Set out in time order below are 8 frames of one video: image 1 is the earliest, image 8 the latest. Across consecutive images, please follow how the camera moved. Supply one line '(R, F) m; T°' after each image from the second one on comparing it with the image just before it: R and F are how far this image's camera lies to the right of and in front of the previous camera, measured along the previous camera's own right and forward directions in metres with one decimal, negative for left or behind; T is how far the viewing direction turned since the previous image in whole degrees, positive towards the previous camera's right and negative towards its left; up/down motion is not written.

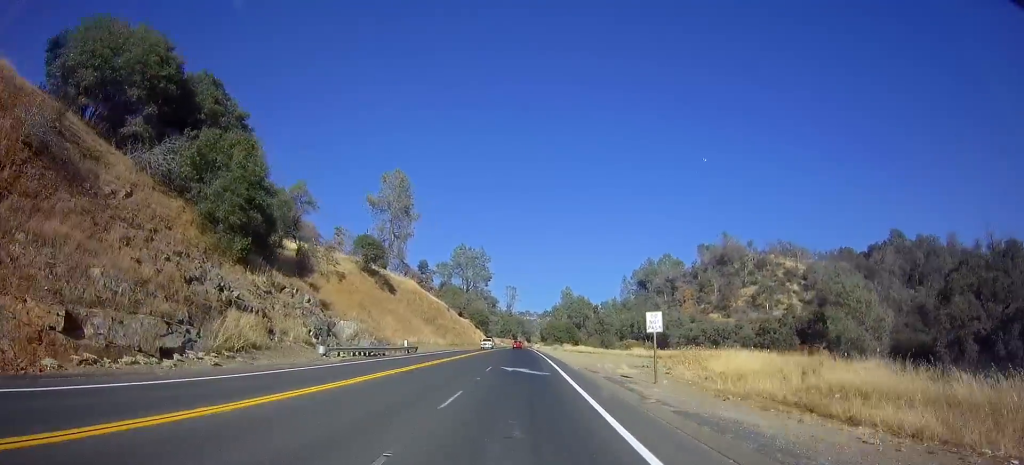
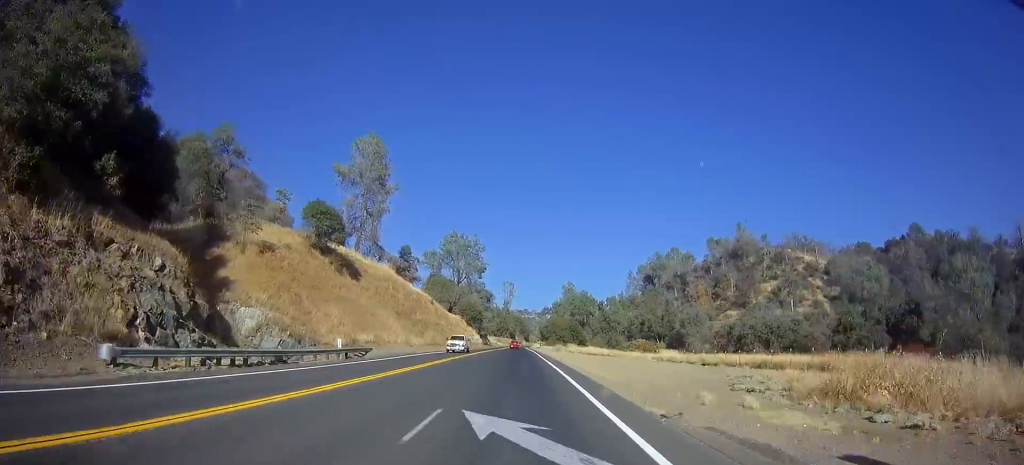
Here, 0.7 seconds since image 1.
(-0.1, +18.2) m; 0°
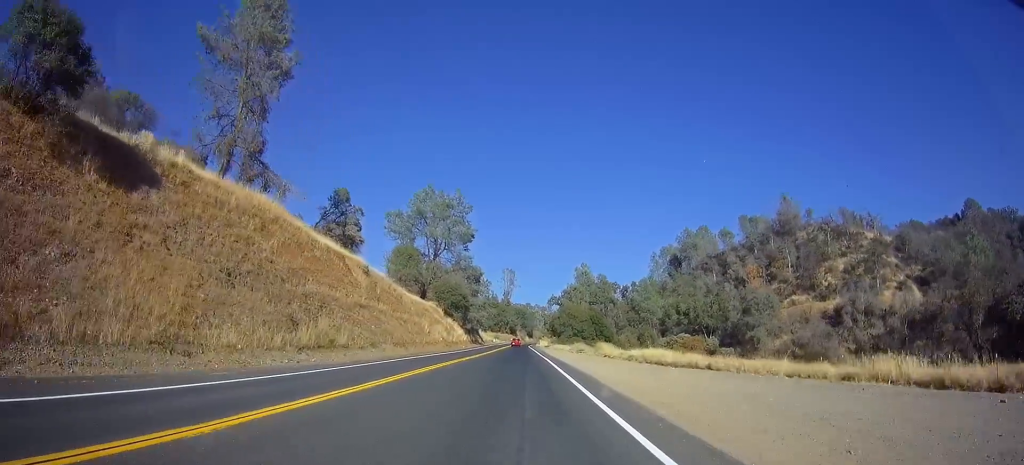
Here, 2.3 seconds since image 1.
(-0.1, +41.5) m; 0°
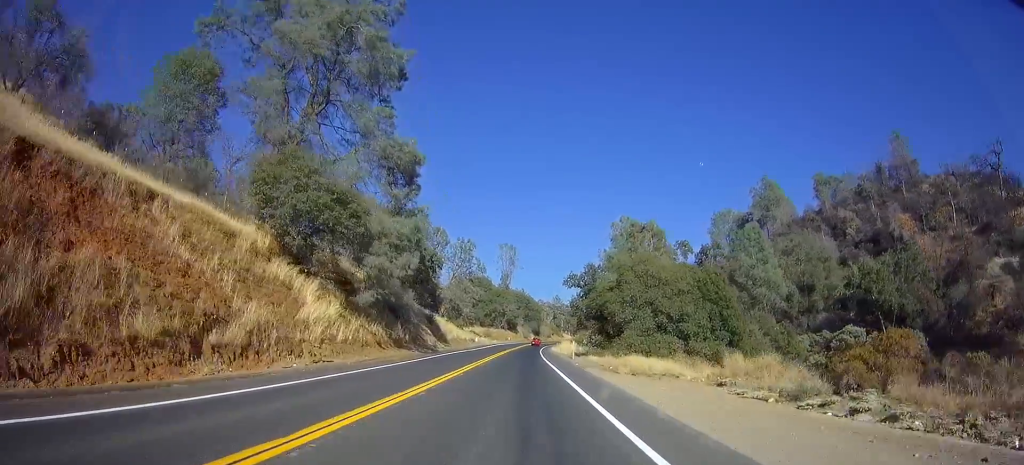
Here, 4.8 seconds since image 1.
(-0.1, +65.6) m; -1°
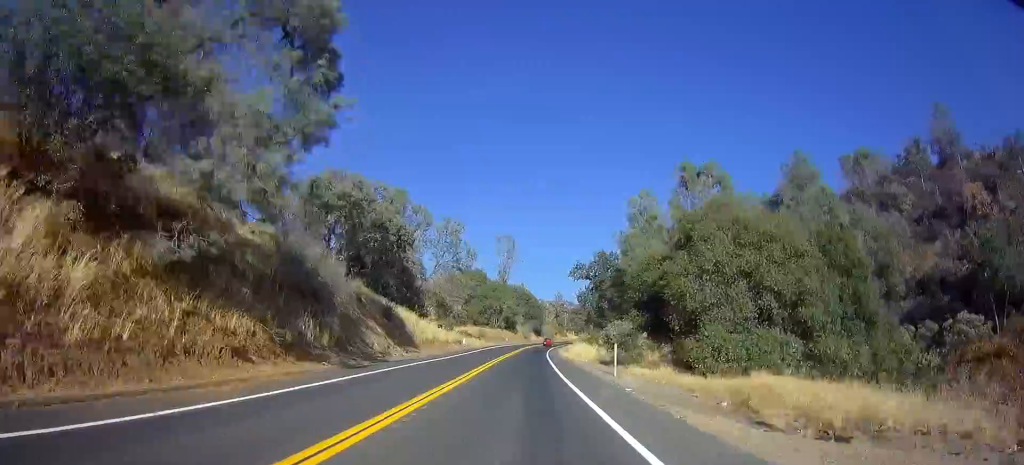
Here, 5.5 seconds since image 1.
(-0.1, +19.1) m; 0°
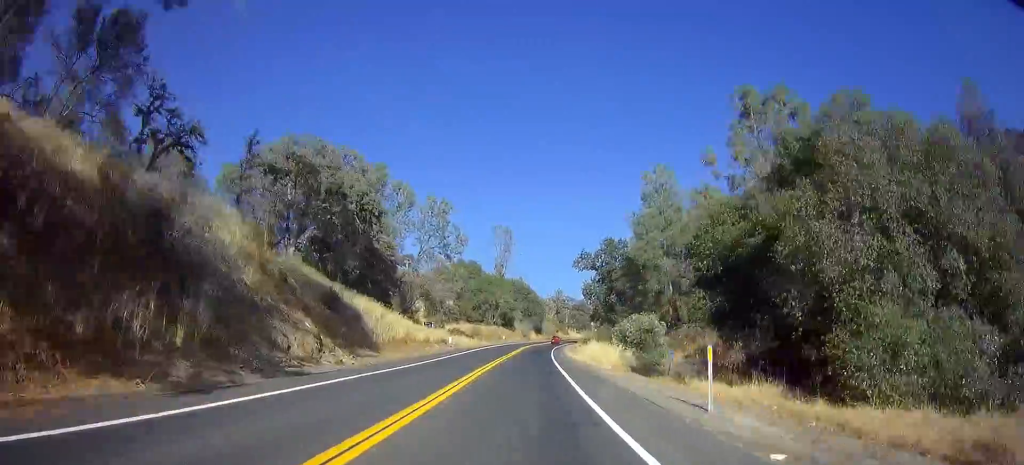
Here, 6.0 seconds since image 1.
(+0.2, +12.1) m; 0°
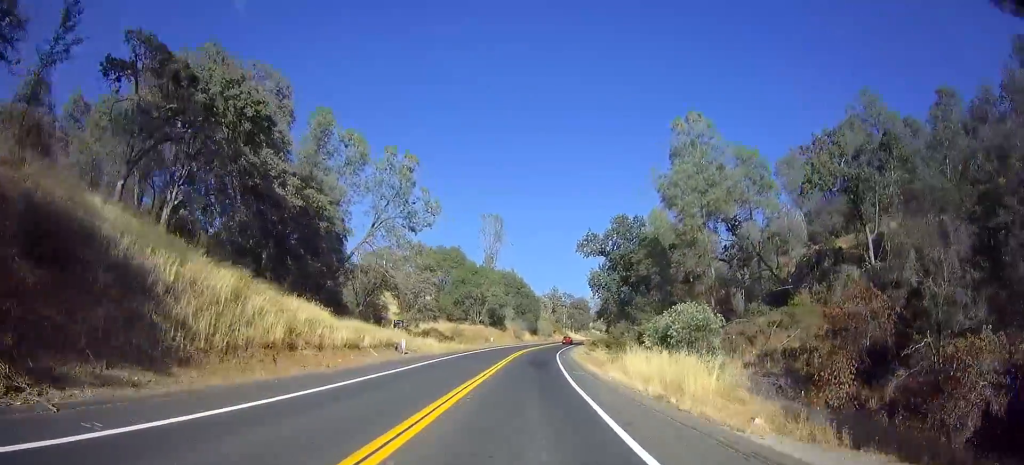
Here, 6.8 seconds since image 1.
(0.0, +19.7) m; +1°
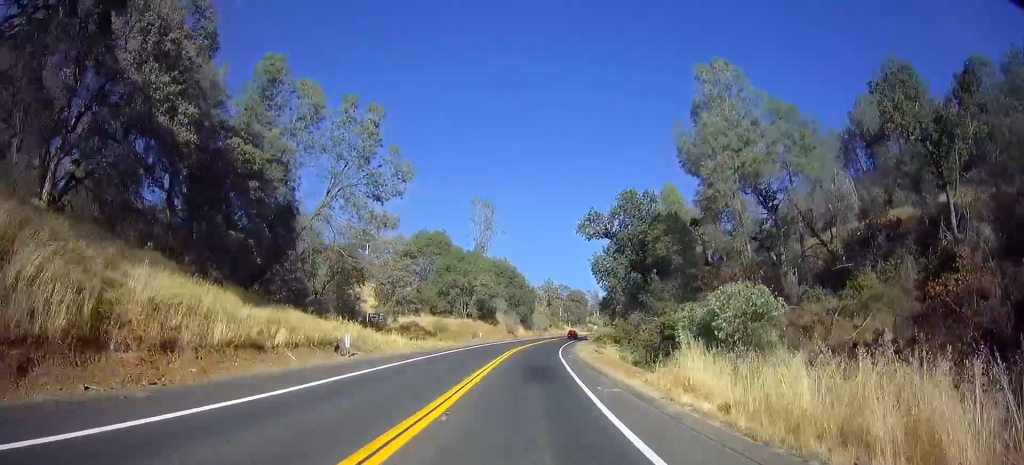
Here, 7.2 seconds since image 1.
(-0.3, +11.1) m; +1°
